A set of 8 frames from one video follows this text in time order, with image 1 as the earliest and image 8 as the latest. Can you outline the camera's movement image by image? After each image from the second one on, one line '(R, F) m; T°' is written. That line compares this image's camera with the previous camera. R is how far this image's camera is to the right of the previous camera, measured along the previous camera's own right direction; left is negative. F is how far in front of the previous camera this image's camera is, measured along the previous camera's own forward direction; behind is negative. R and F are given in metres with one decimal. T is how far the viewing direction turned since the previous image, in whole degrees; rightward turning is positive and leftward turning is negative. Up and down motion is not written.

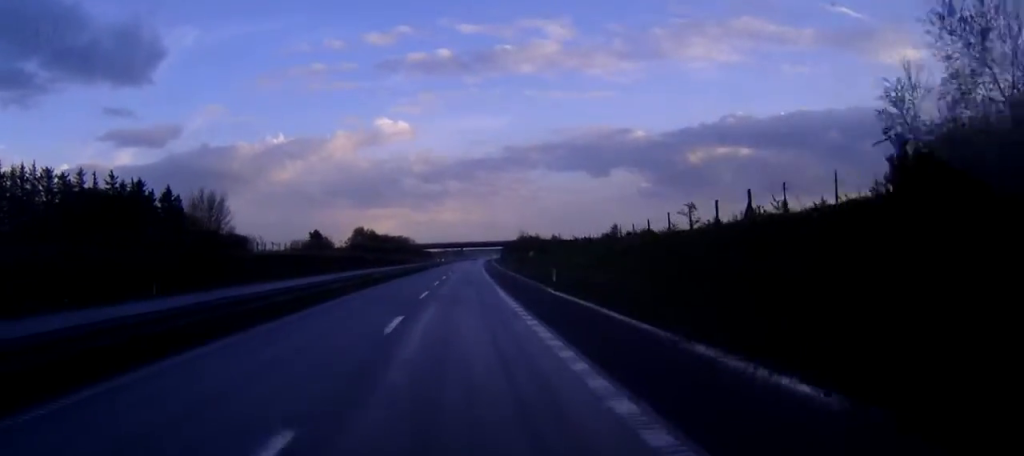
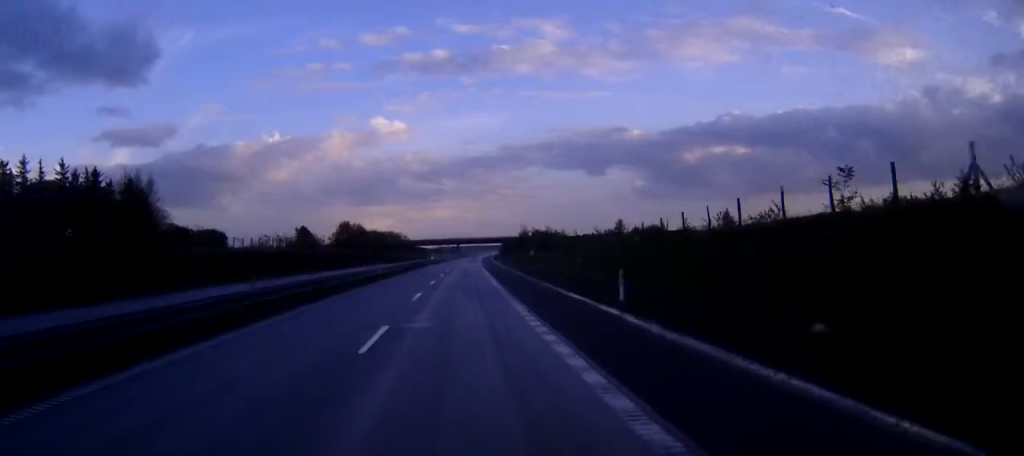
(+0.1, +19.2) m; 0°
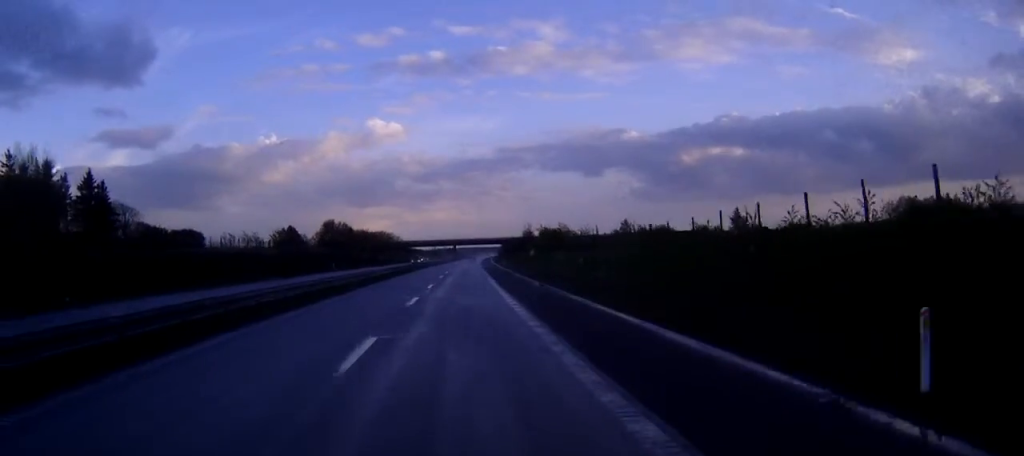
(+0.1, +17.4) m; 0°
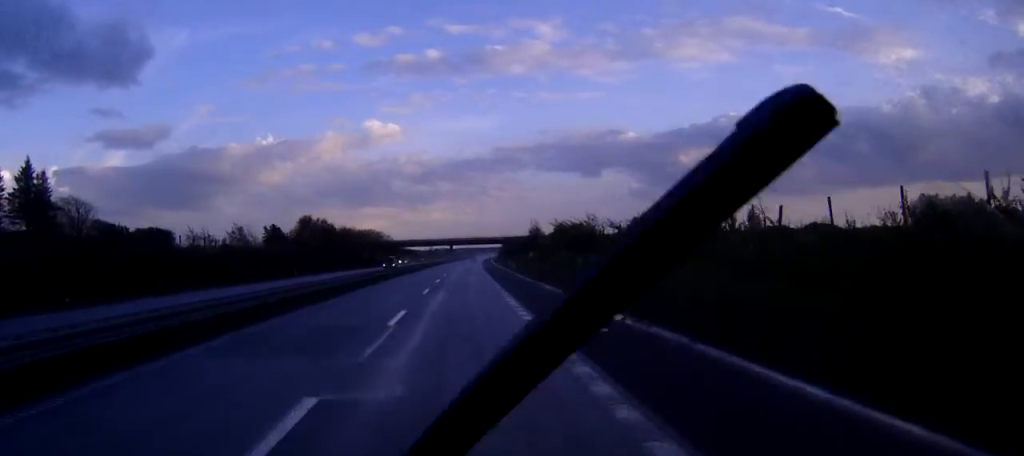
(0.0, +21.8) m; 0°
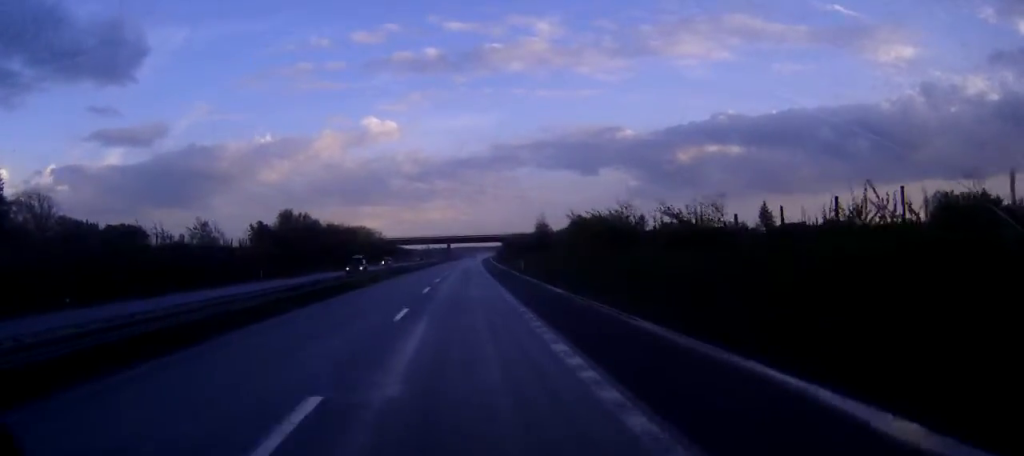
(0.0, +14.9) m; 0°
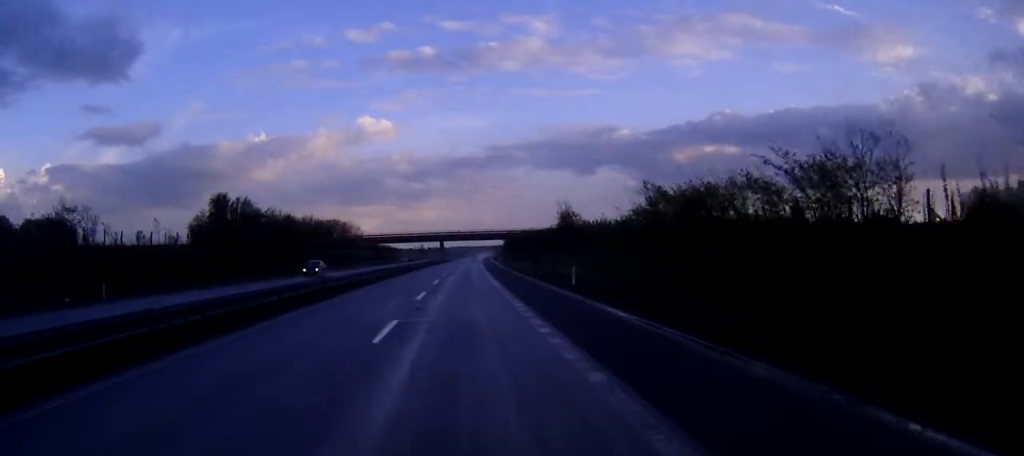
(+0.1, +34.2) m; 0°
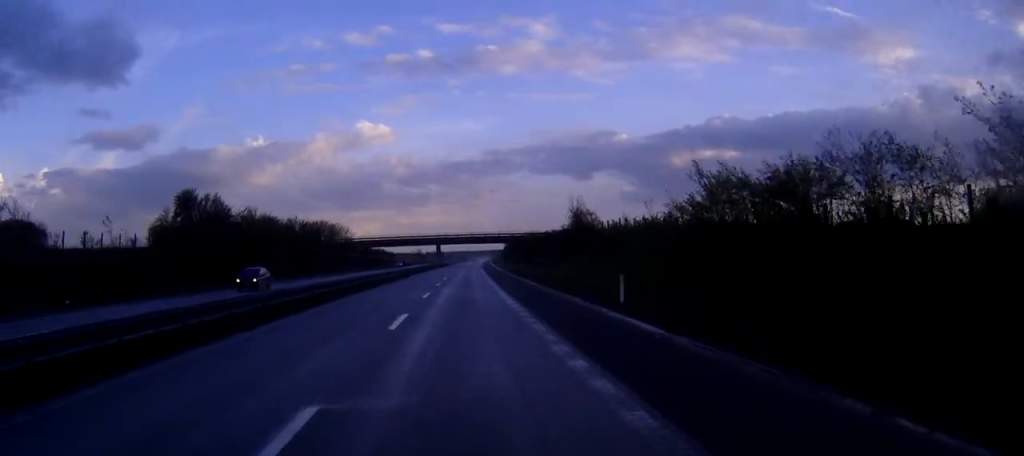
(0.0, +11.4) m; 0°
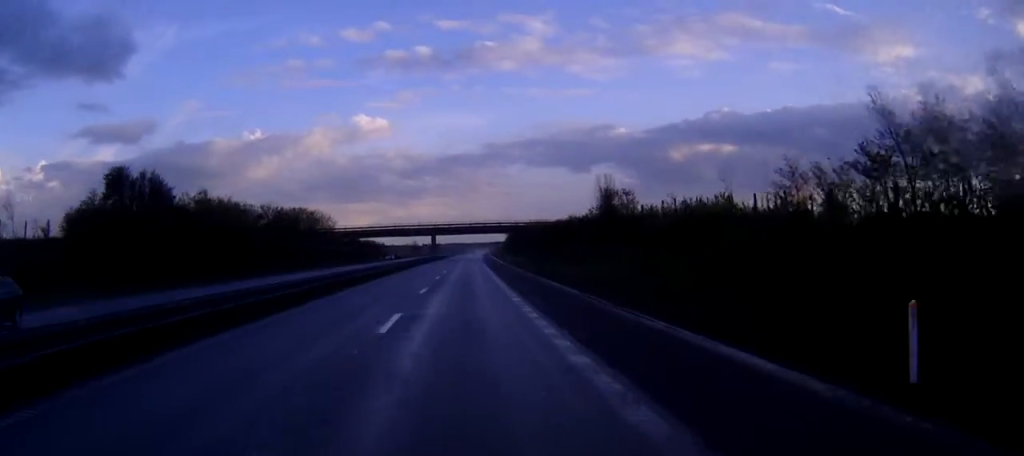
(0.0, +17.6) m; 0°
